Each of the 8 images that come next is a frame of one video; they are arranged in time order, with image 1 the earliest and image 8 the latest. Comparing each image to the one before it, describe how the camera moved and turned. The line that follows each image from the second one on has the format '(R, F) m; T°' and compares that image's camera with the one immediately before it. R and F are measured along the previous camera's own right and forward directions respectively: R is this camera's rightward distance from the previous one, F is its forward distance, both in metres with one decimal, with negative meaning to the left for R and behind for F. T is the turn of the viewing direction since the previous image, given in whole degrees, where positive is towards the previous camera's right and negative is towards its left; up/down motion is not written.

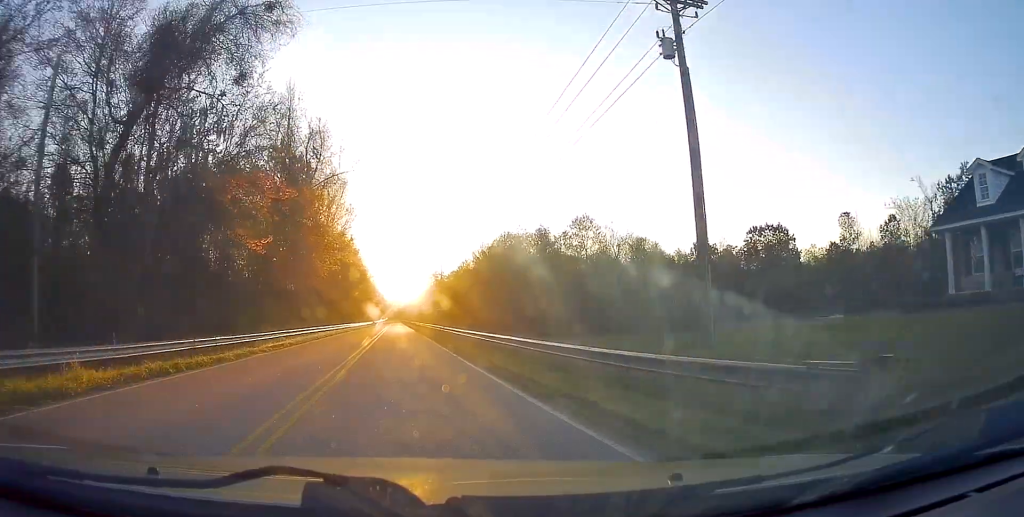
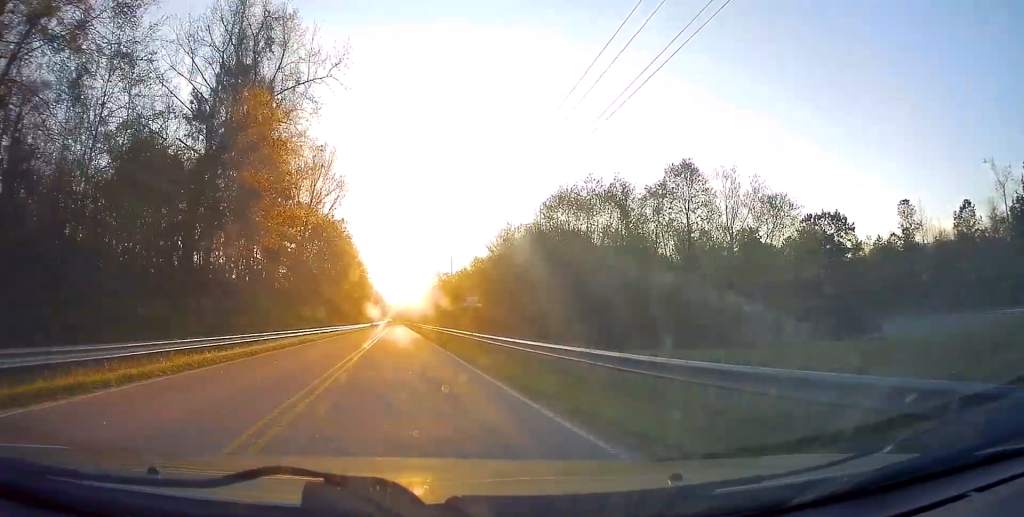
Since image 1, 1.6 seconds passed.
(-0.7, +14.9) m; -2°
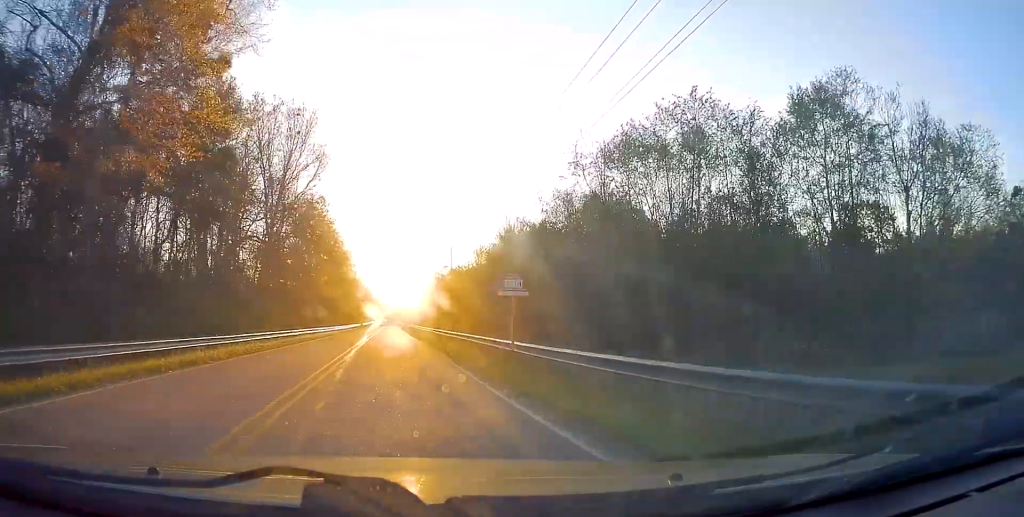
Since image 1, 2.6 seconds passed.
(+0.2, +10.6) m; +2°
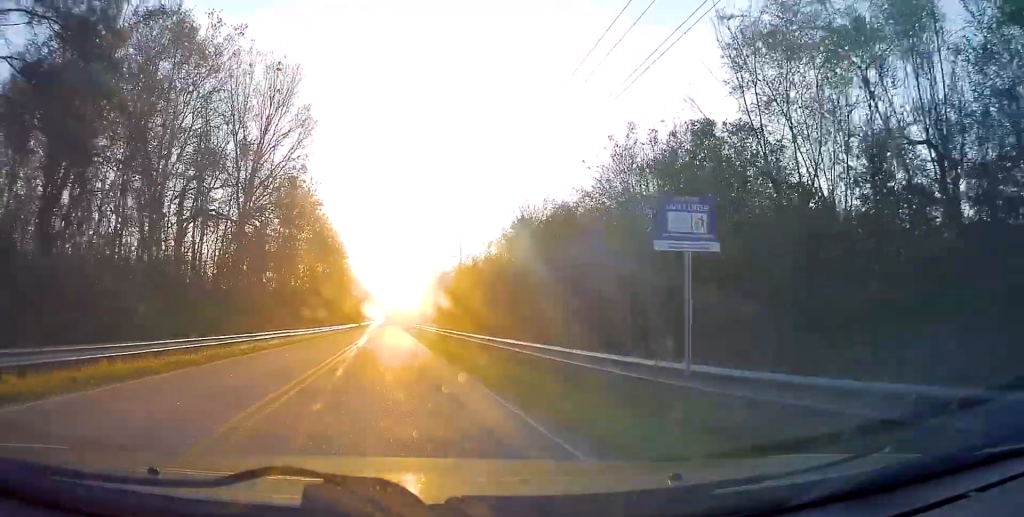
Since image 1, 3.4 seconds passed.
(+0.3, +9.2) m; 0°
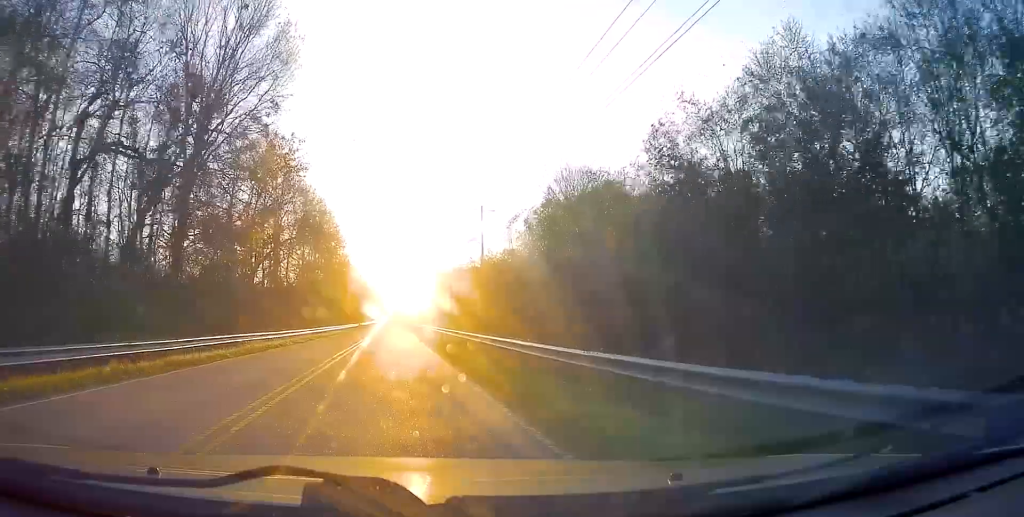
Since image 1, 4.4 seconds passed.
(-0.4, +11.6) m; -2°
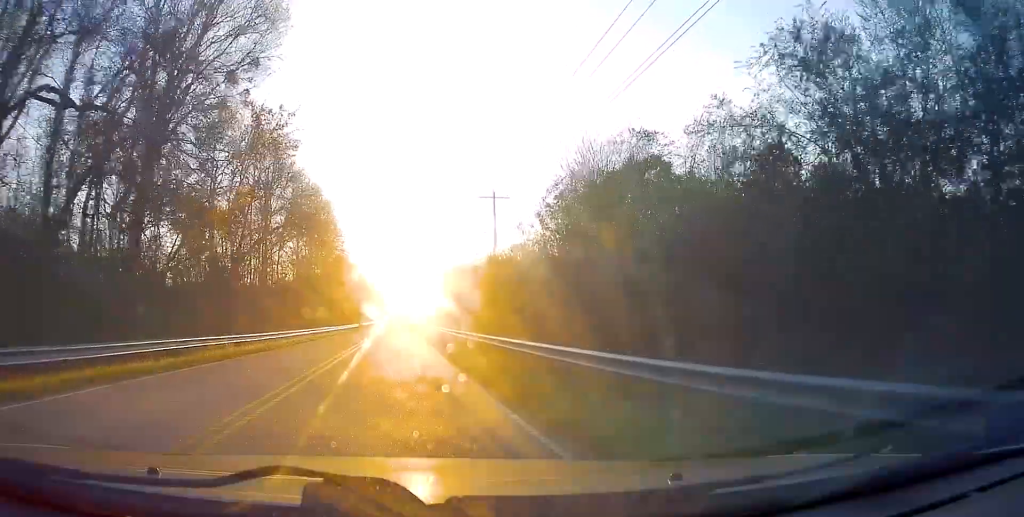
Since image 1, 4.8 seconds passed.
(0.0, +5.1) m; 0°
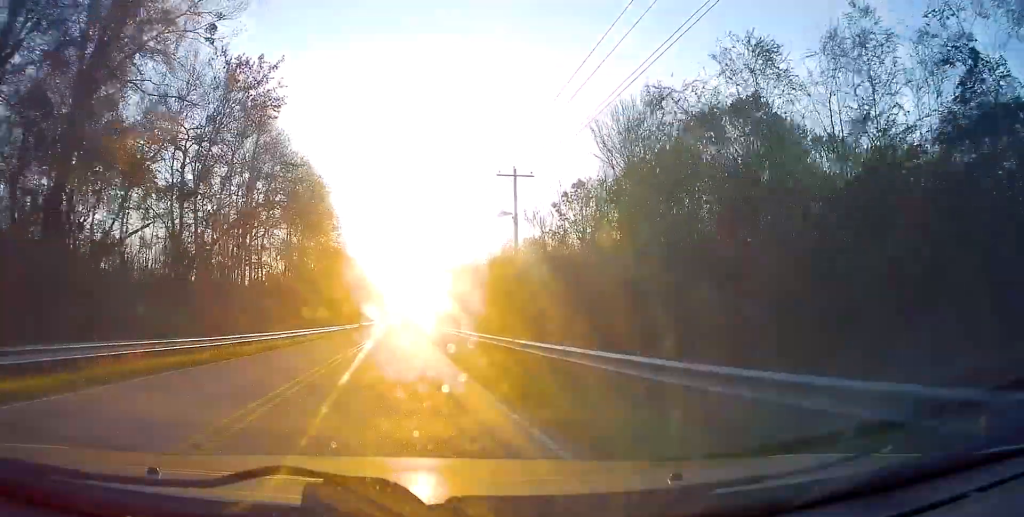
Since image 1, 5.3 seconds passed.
(0.0, +6.4) m; 0°
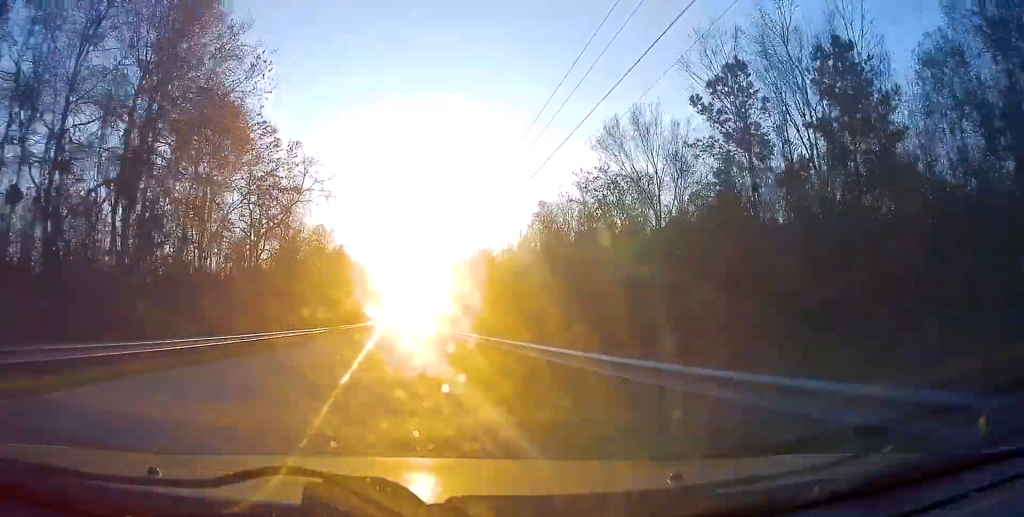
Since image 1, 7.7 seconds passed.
(+0.1, +33.0) m; 0°
